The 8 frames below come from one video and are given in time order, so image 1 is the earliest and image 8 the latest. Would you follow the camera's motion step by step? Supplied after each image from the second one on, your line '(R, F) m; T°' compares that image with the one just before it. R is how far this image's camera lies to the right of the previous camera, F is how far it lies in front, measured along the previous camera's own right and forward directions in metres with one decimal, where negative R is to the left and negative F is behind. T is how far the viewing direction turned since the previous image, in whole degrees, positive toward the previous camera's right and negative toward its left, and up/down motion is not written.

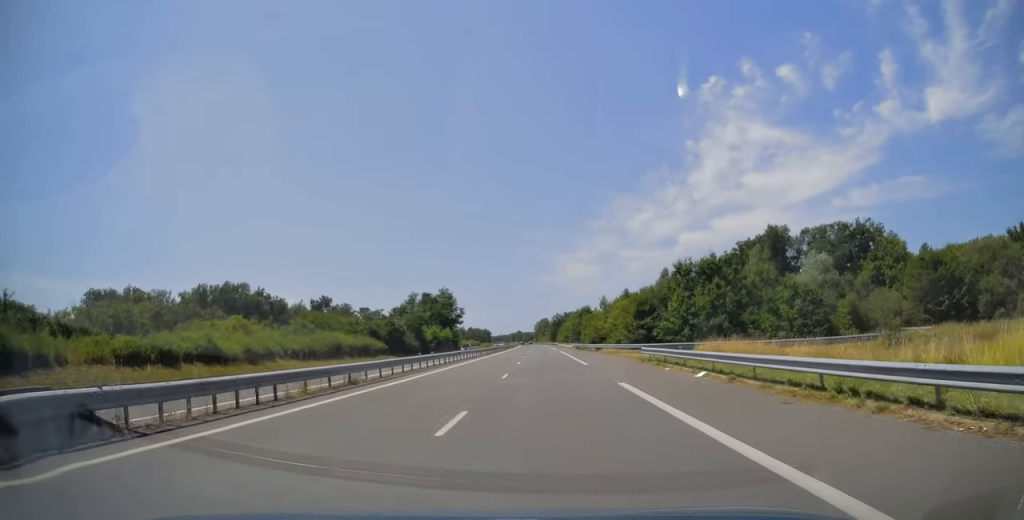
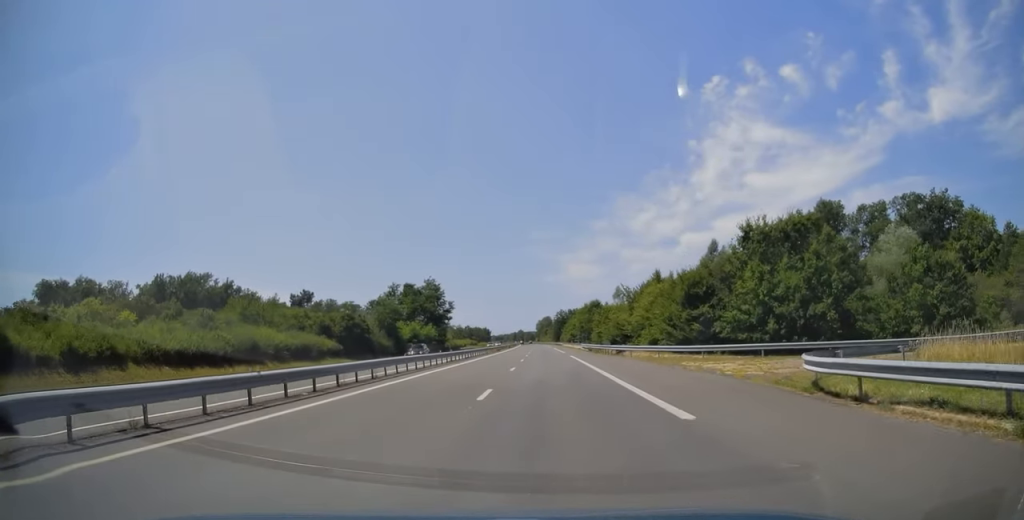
(0.0, +21.3) m; 0°
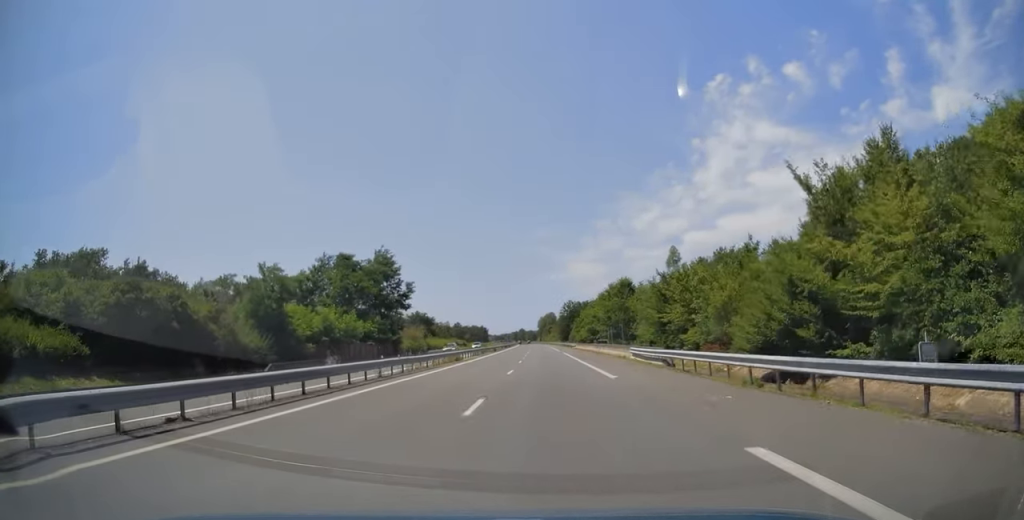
(-0.4, +42.7) m; -1°
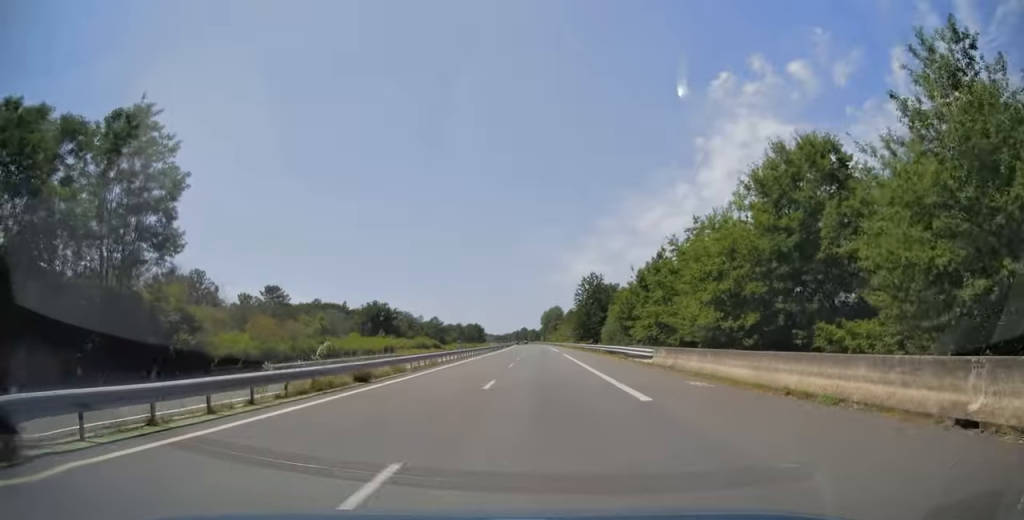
(+0.1, +60.4) m; 0°
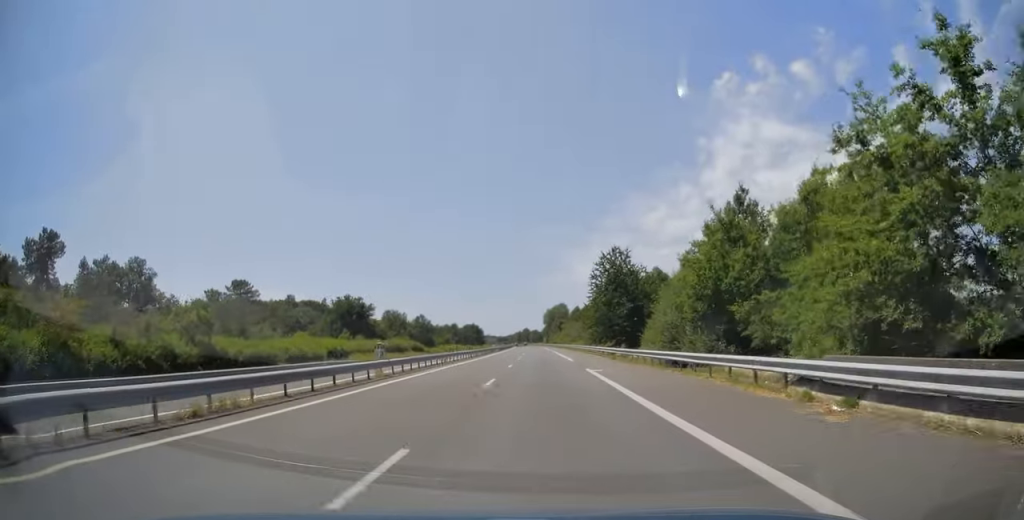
(-0.2, +25.7) m; 0°
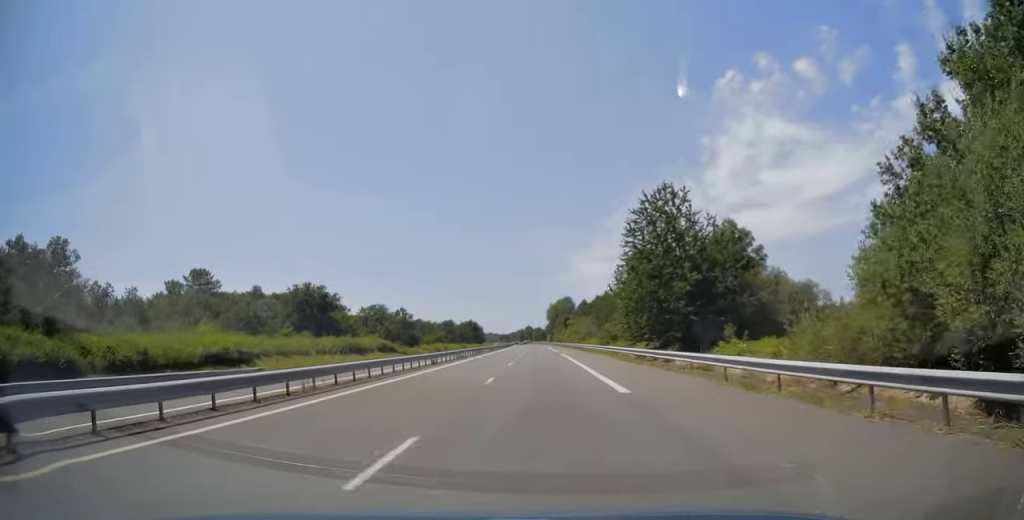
(0.0, +25.7) m; 0°
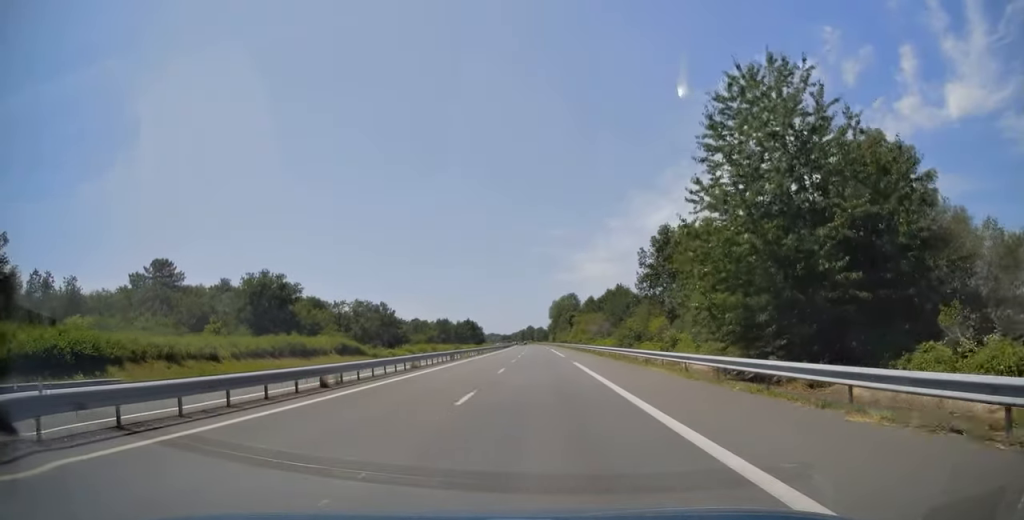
(0.0, +19.3) m; 0°
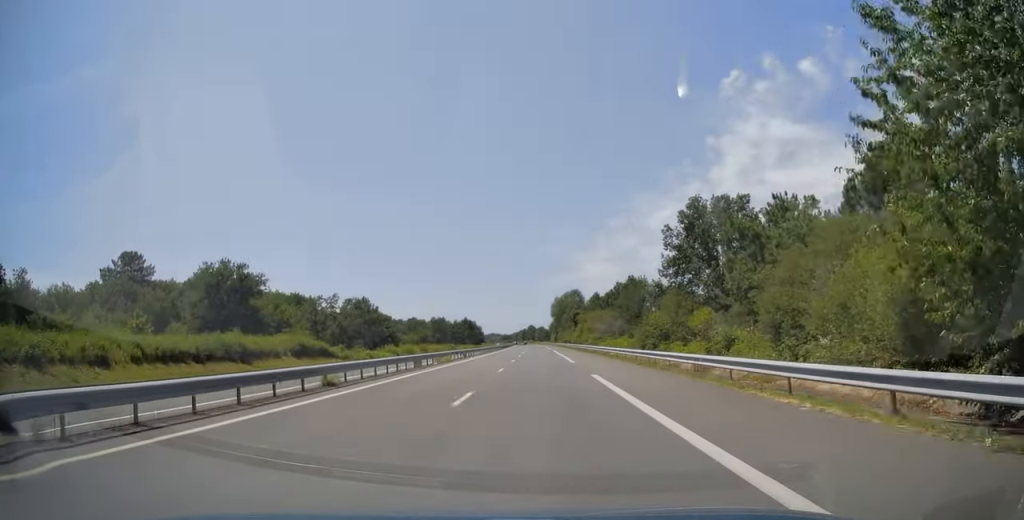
(0.0, +13.4) m; 0°
